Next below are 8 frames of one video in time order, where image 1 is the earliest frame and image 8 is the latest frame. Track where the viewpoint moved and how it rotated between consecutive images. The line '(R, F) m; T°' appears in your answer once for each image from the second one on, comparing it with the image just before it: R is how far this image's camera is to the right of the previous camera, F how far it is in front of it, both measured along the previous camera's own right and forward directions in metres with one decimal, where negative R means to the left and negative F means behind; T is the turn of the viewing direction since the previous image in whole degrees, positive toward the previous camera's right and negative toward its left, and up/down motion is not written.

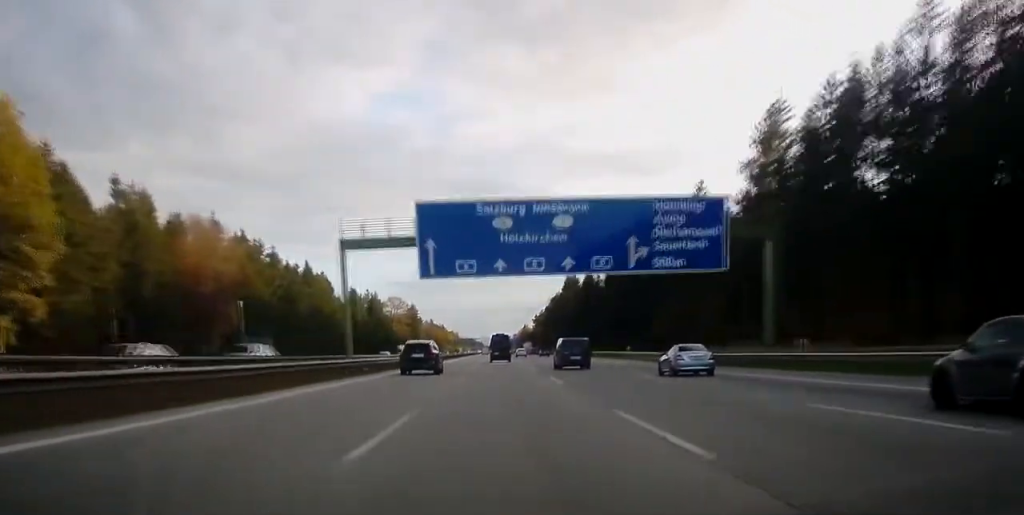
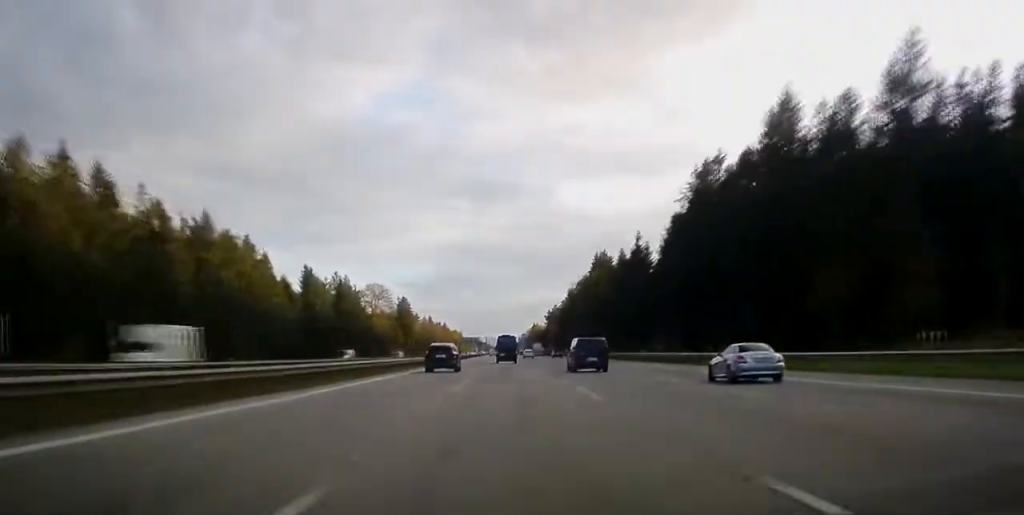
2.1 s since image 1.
(-0.2, +60.7) m; 0°
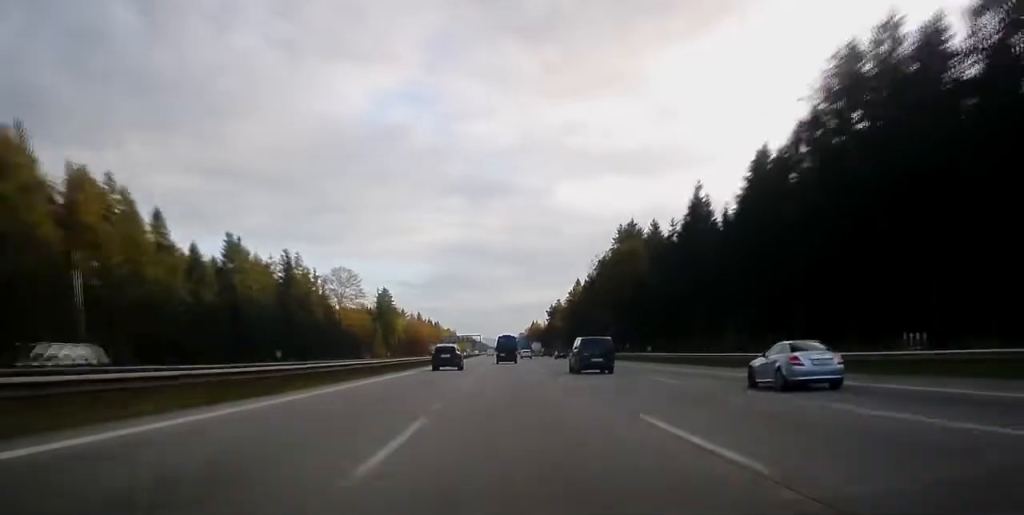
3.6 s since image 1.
(+0.2, +46.4) m; 0°
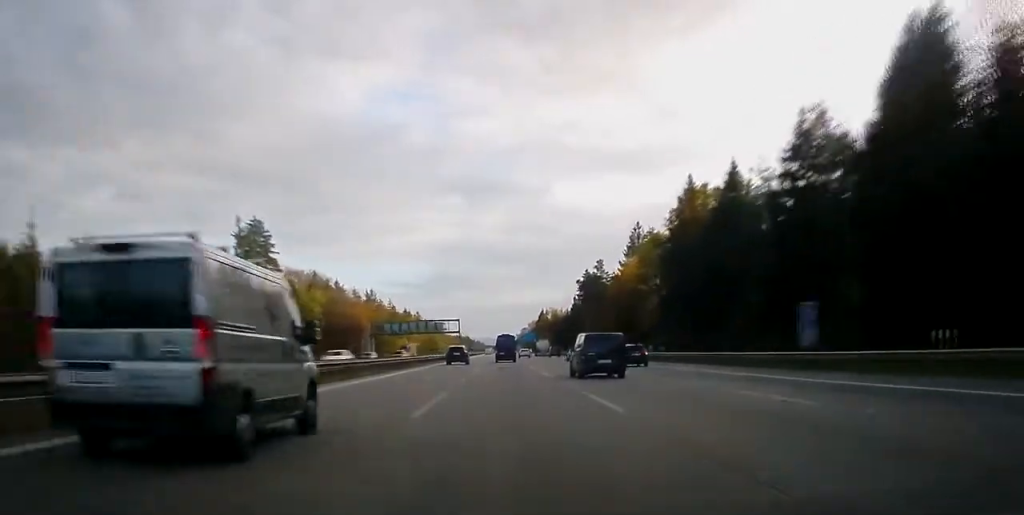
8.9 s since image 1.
(+0.5, +155.8) m; 0°
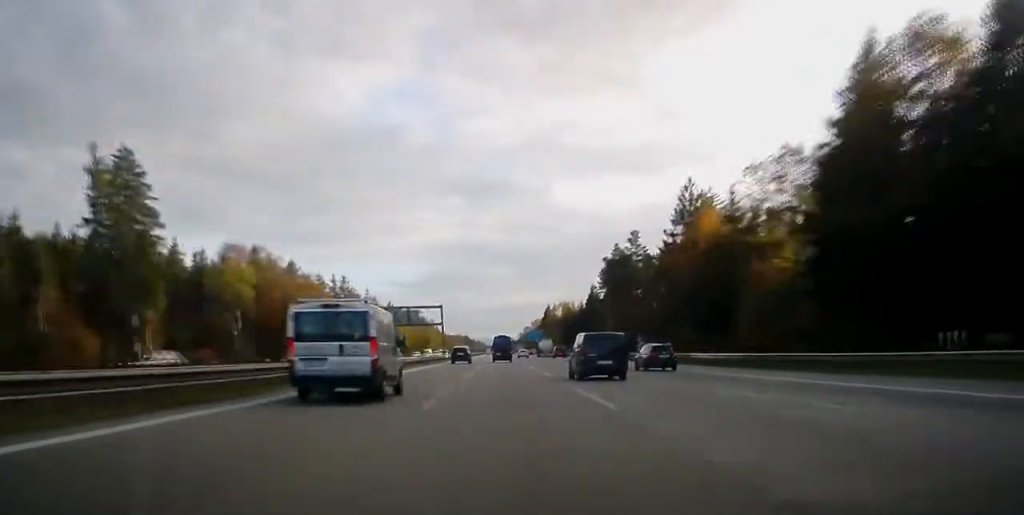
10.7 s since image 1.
(-0.2, +53.2) m; 0°
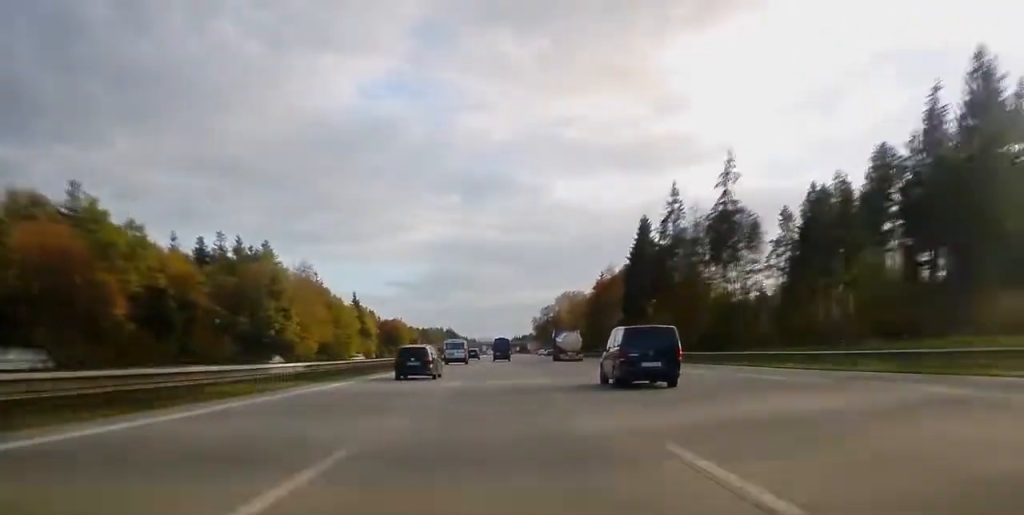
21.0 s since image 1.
(-0.6, +302.5) m; 0°
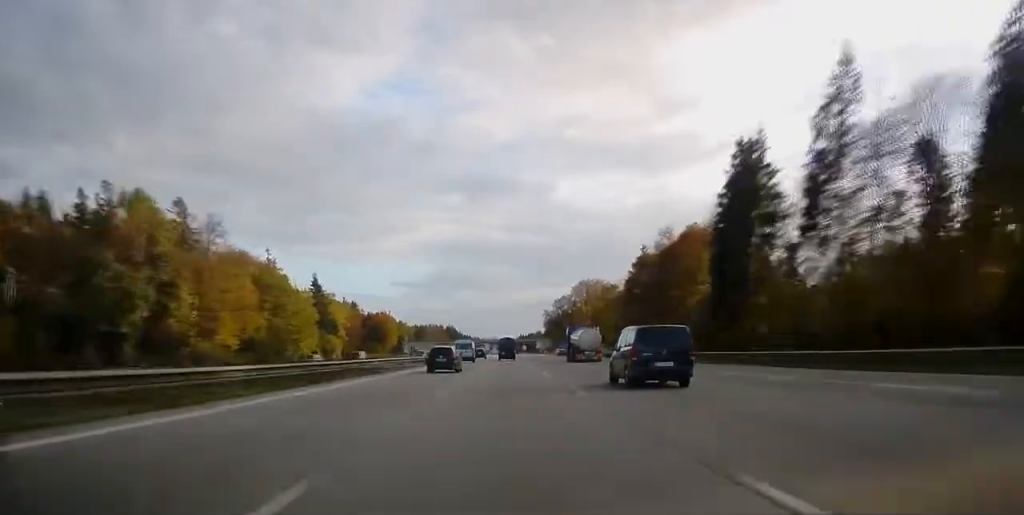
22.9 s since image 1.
(+0.1, +57.4) m; 0°
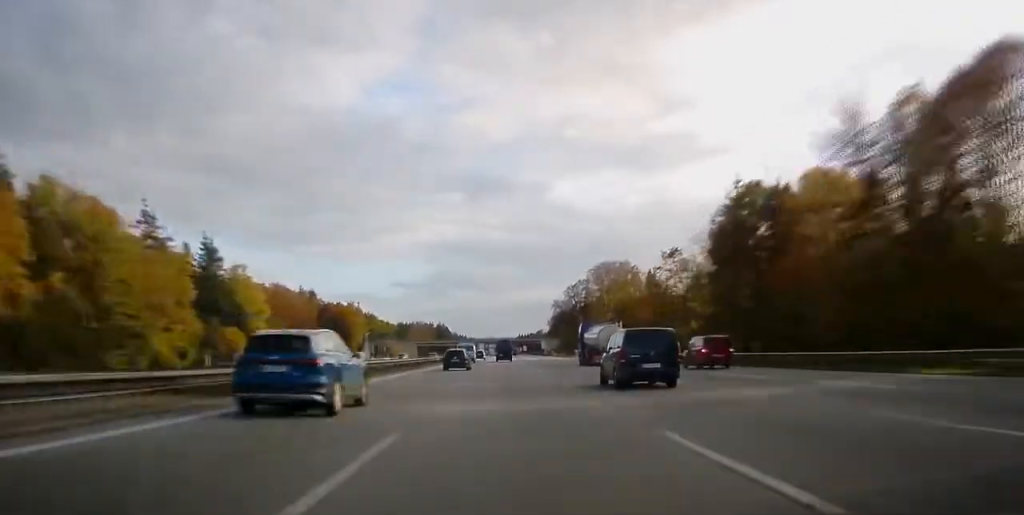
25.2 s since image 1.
(-0.1, +68.9) m; 0°
